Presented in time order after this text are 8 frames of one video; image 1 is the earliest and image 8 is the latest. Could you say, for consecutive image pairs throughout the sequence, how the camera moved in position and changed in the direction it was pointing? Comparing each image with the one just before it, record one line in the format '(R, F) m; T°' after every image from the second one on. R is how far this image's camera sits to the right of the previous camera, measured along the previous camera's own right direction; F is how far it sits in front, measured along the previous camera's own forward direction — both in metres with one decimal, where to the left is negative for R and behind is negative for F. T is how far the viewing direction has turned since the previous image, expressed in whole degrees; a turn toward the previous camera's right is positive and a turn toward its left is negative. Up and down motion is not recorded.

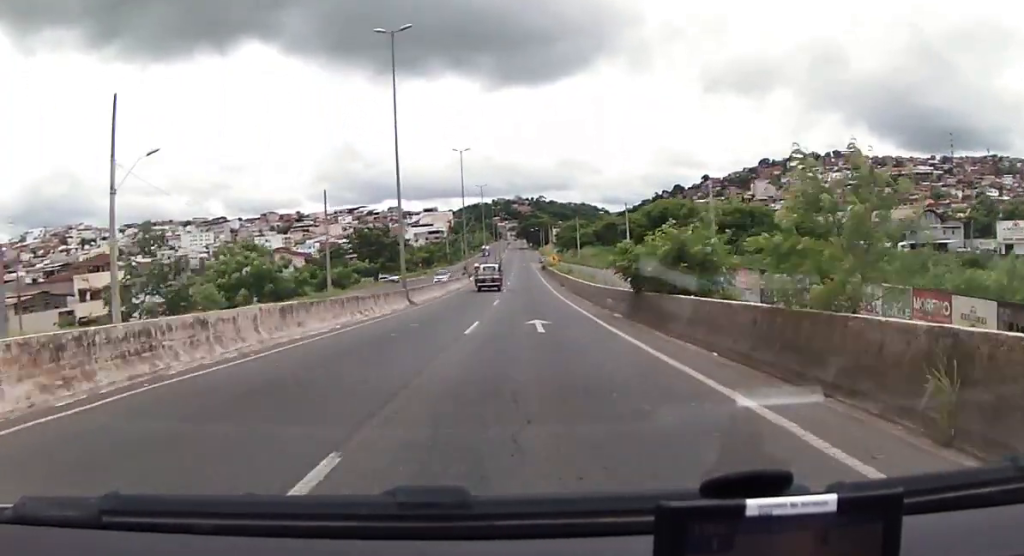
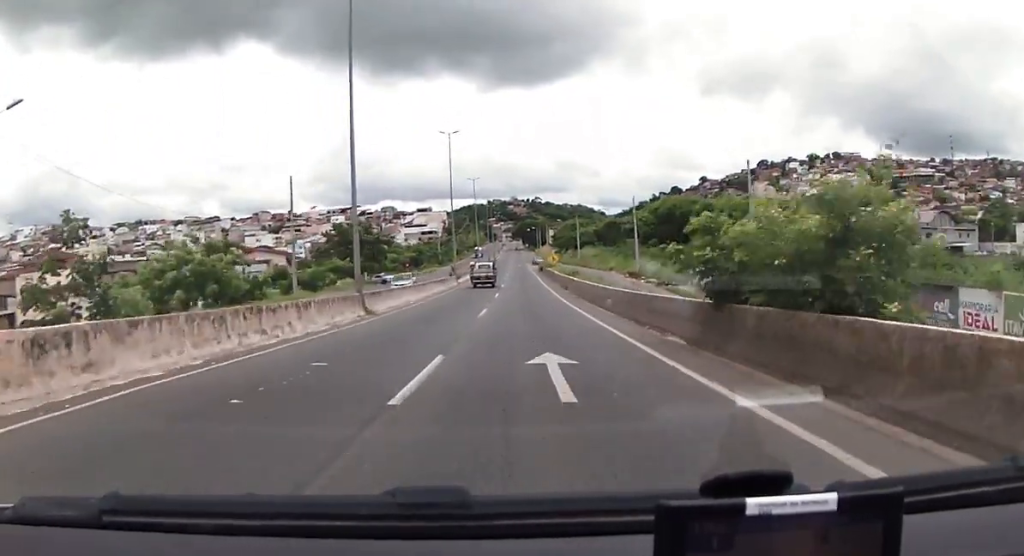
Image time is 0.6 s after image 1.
(0.0, +9.6) m; 0°
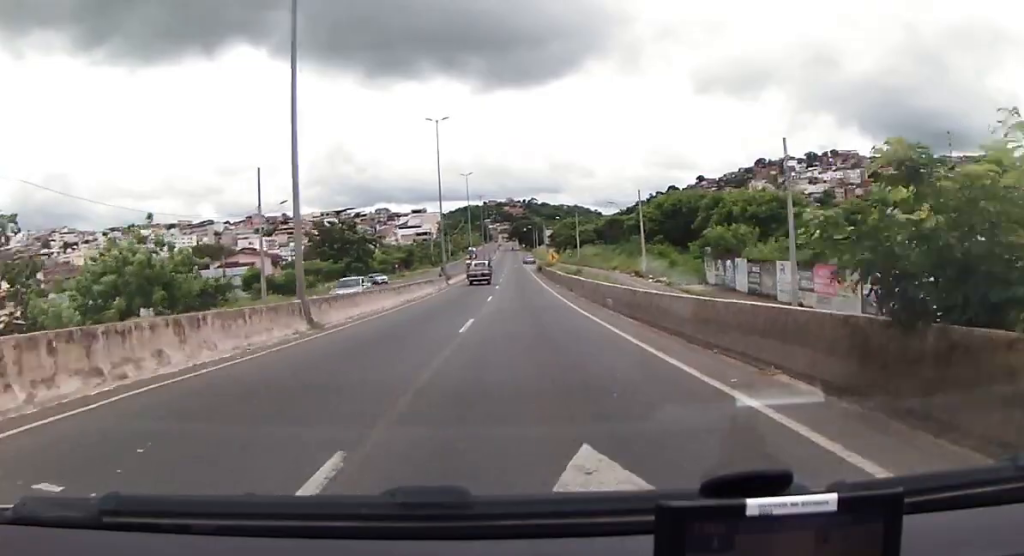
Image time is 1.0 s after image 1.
(+0.1, +6.8) m; -1°
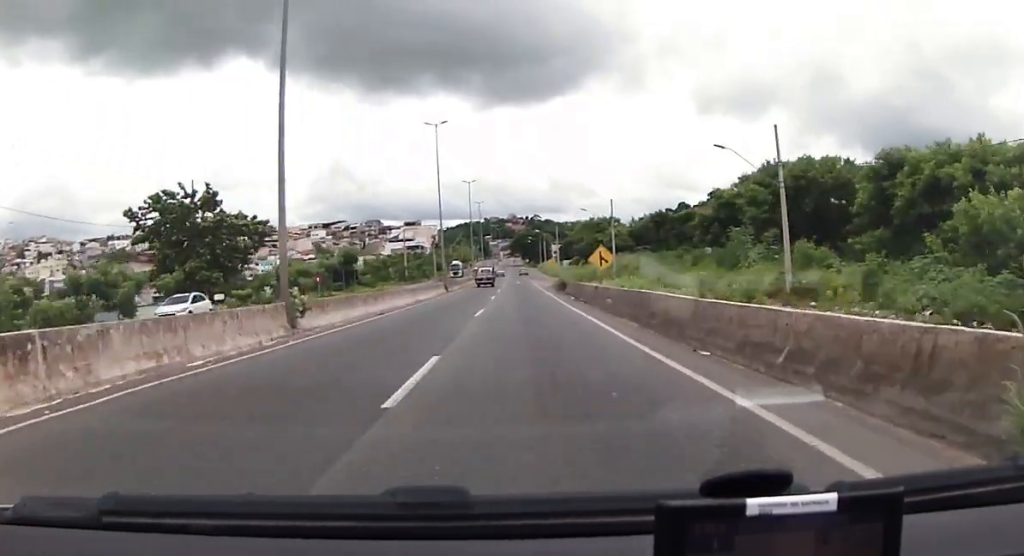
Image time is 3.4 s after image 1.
(+0.3, +42.2) m; +2°
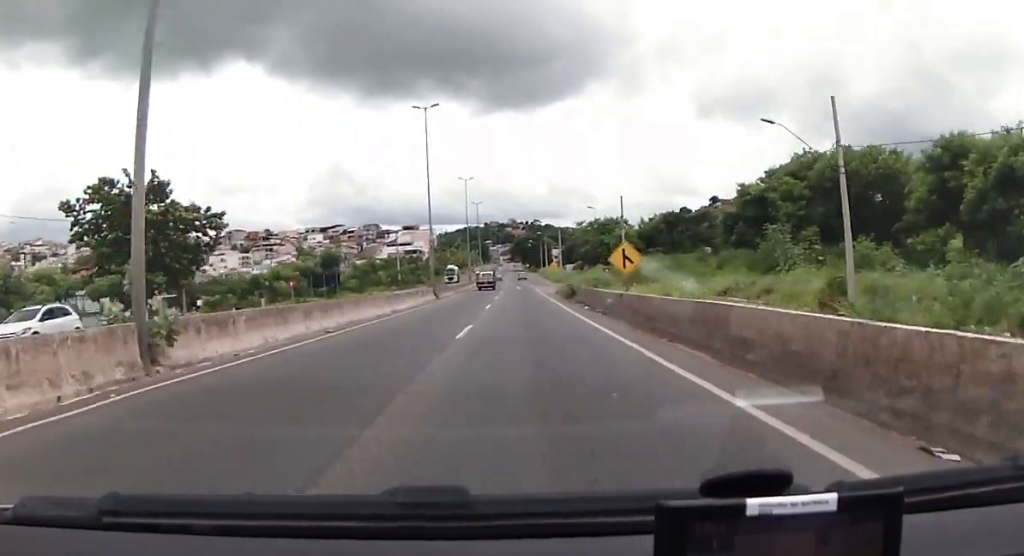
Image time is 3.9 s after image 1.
(+0.2, +7.5) m; 0°
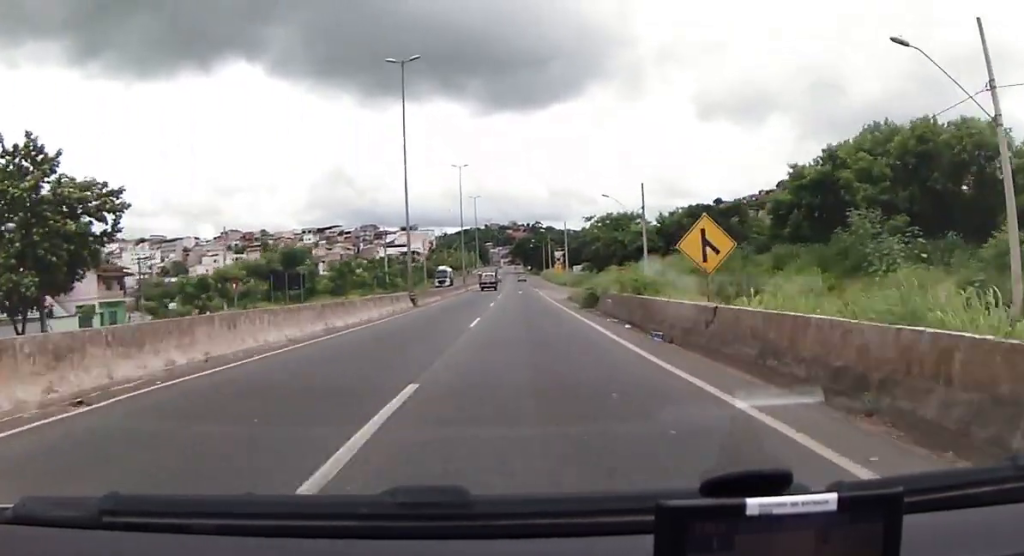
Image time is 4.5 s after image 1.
(0.0, +11.5) m; -1°
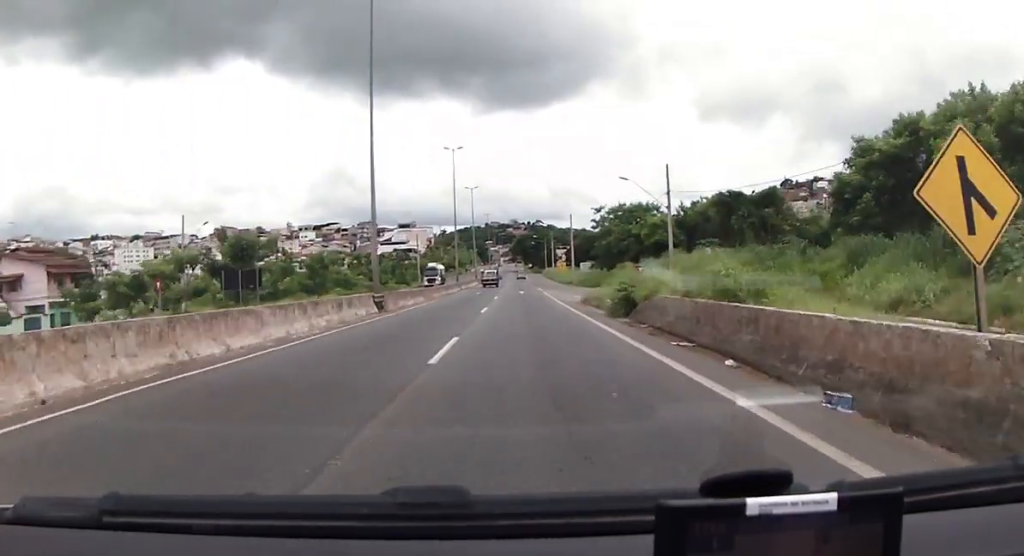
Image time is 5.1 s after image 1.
(0.0, +9.8) m; -1°
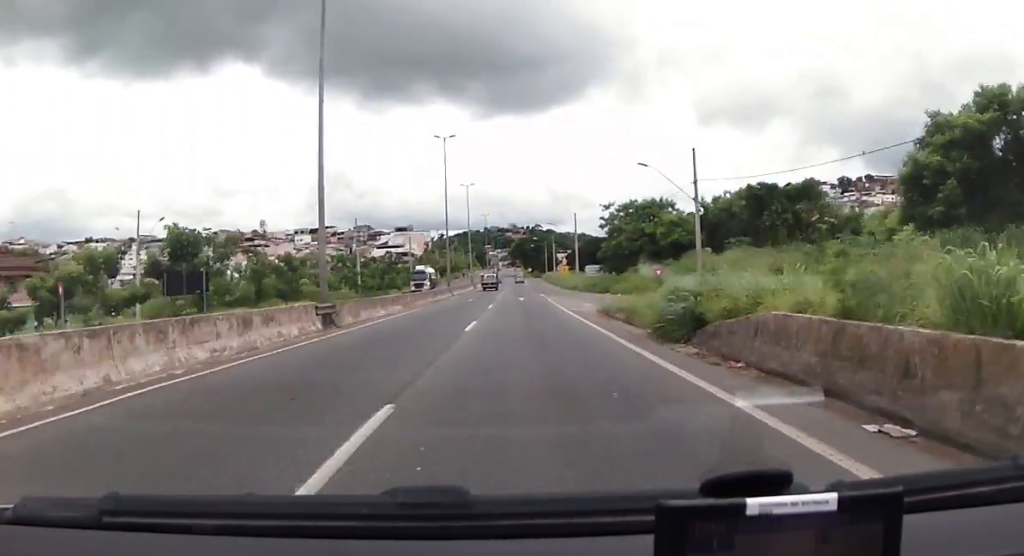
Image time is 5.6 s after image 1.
(-0.2, +8.2) m; 0°
